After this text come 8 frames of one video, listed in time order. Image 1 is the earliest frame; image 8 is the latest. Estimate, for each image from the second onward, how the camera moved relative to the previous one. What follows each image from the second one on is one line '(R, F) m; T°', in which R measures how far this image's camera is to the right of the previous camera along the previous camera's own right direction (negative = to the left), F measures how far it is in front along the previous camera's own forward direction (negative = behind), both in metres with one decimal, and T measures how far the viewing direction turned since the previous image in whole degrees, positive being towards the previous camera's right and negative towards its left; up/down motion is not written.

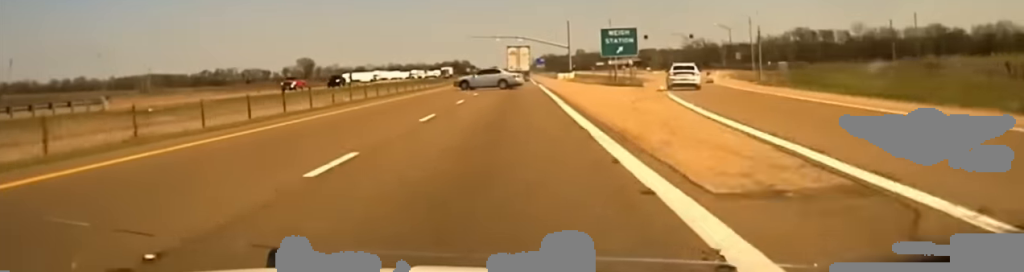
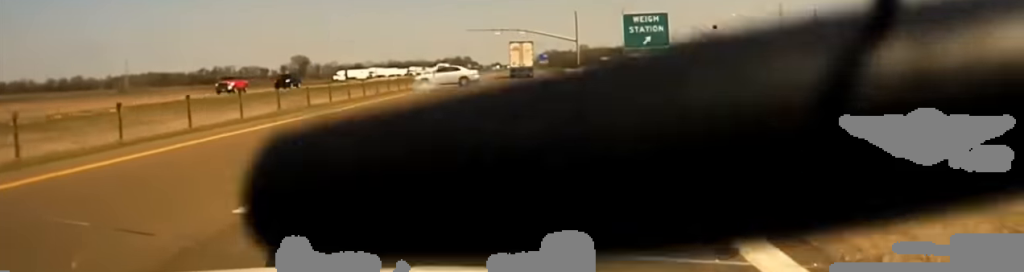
(-0.1, +15.0) m; 0°
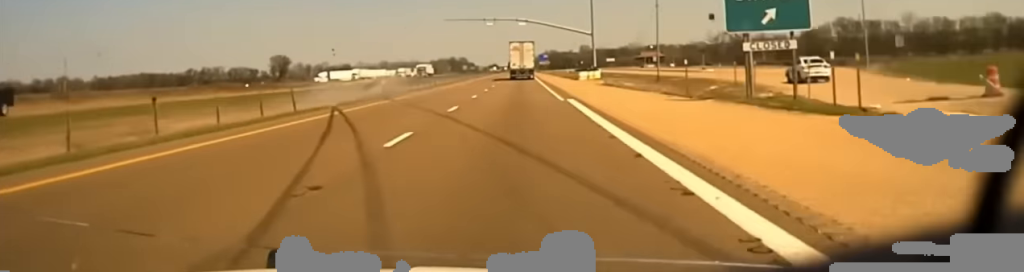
(-0.2, +31.0) m; -1°
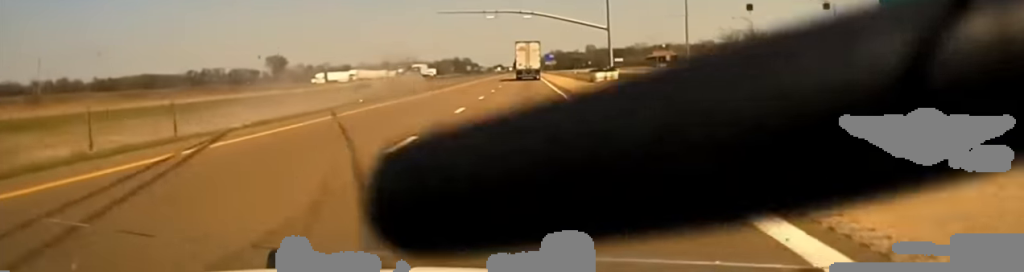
(+0.1, +12.4) m; -1°
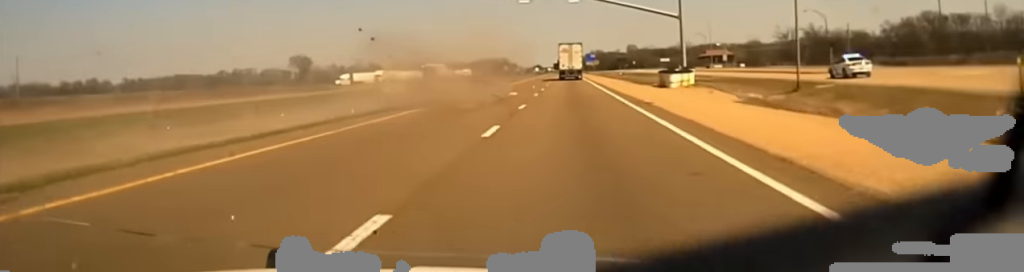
(-0.4, +18.6) m; -1°
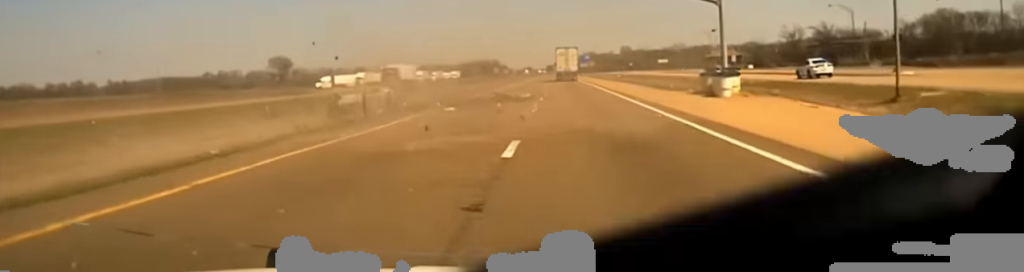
(0.0, +13.1) m; 0°
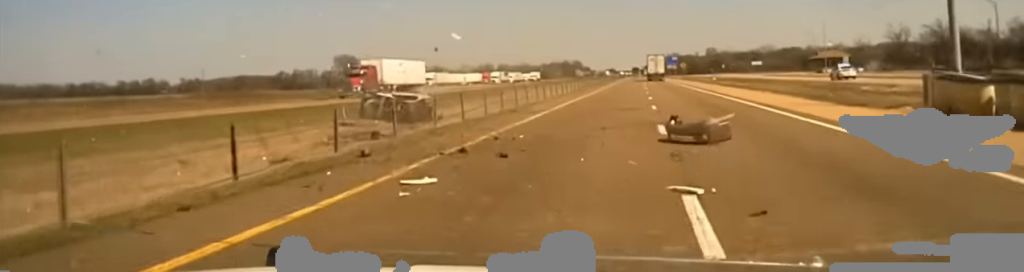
(-0.1, +15.3) m; -4°
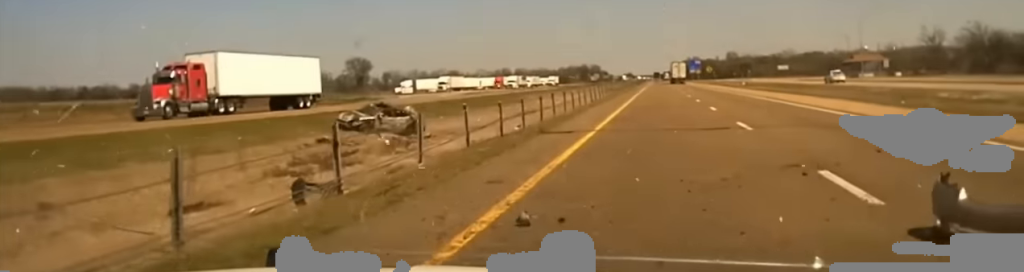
(-0.2, +7.8) m; 0°
